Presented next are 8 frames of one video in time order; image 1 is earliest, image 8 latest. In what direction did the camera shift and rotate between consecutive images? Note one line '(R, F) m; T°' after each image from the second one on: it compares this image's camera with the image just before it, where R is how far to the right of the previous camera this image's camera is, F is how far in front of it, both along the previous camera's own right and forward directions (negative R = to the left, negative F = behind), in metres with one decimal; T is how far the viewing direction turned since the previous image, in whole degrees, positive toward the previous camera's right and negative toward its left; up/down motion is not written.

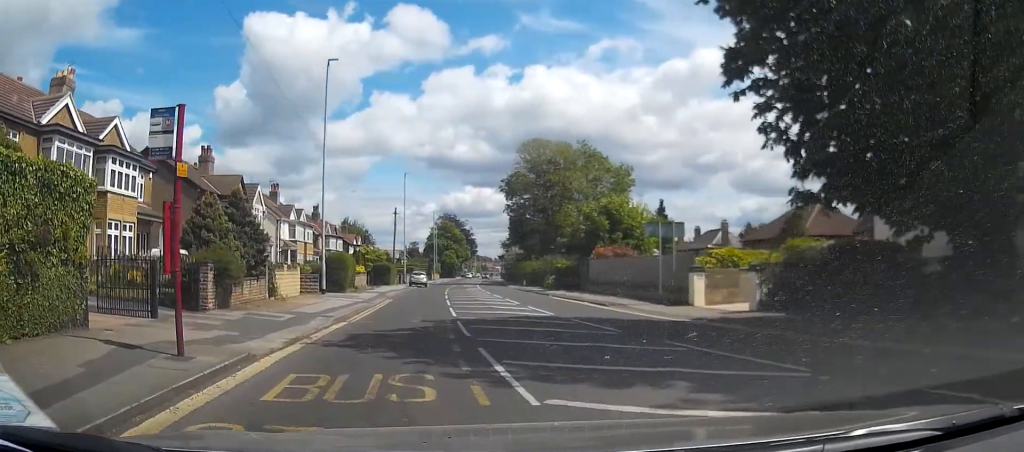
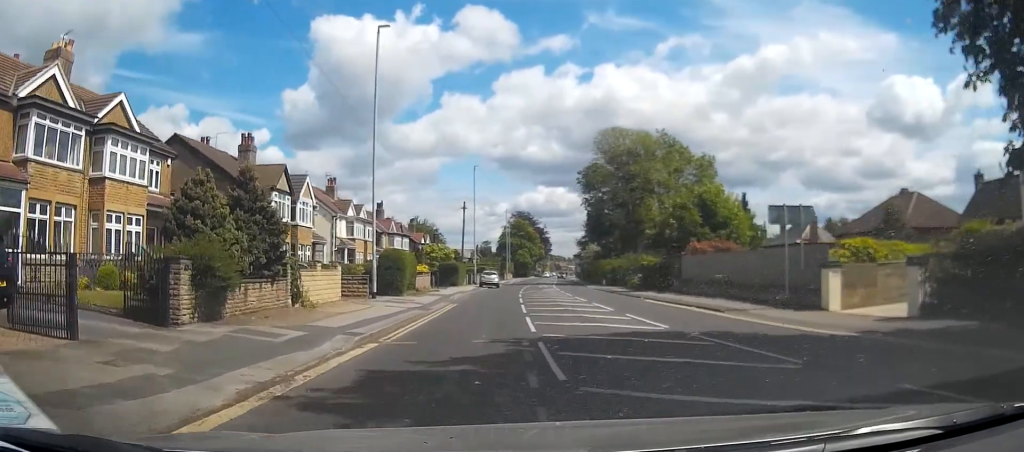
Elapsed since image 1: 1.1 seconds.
(-0.2, +5.4) m; -2°
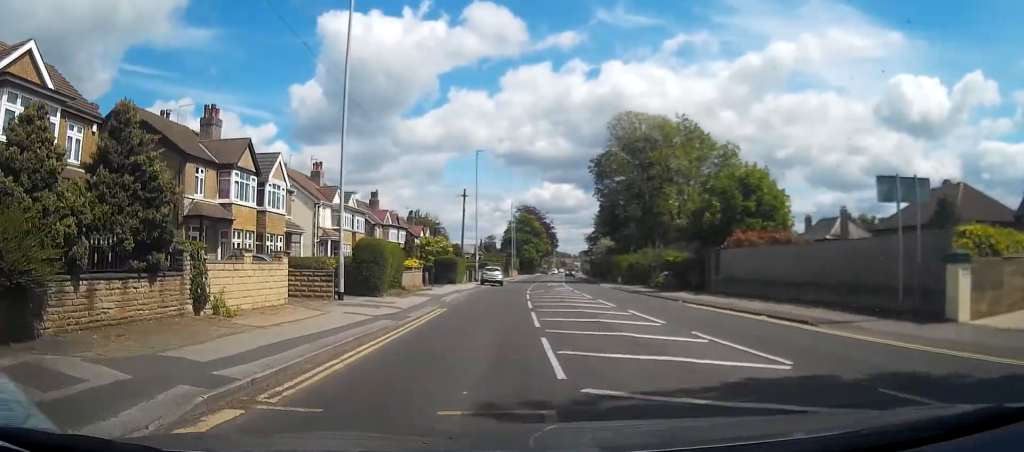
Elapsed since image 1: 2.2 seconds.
(0.0, +6.4) m; -2°
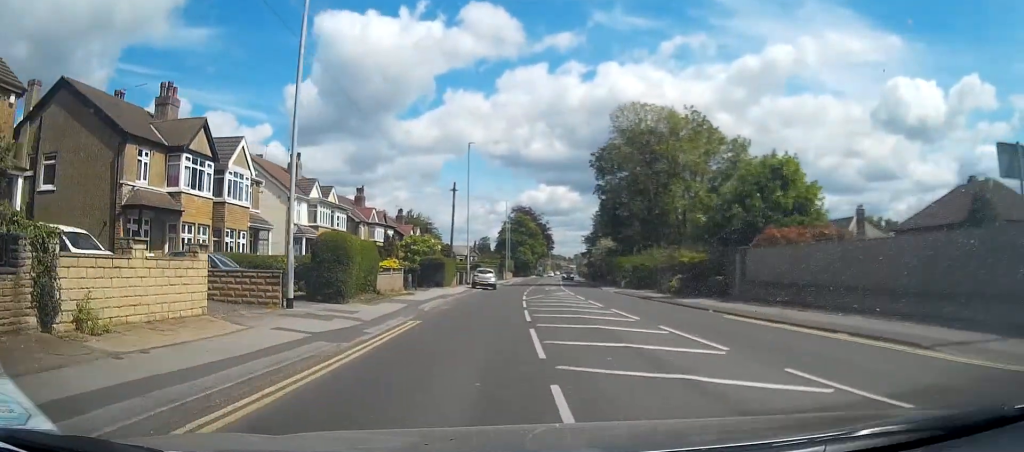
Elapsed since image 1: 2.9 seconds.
(-0.2, +4.6) m; -2°
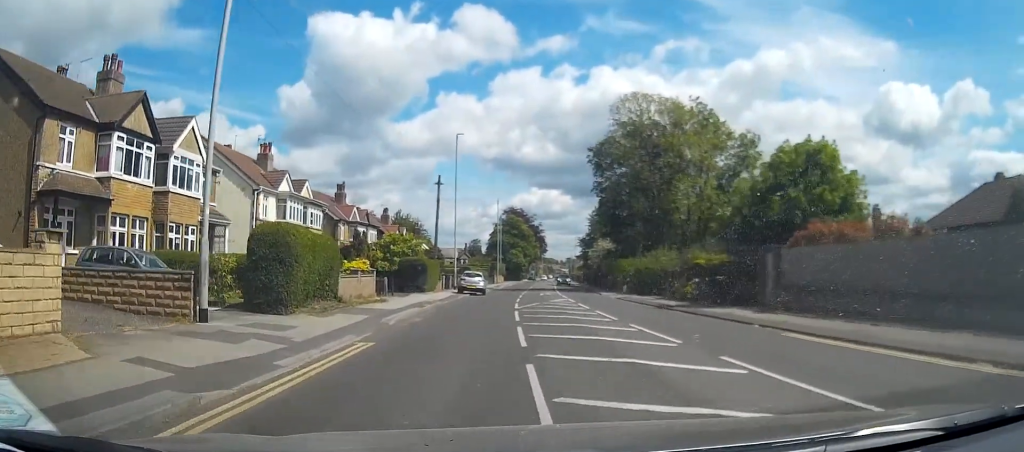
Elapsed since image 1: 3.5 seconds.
(0.0, +4.7) m; 0°
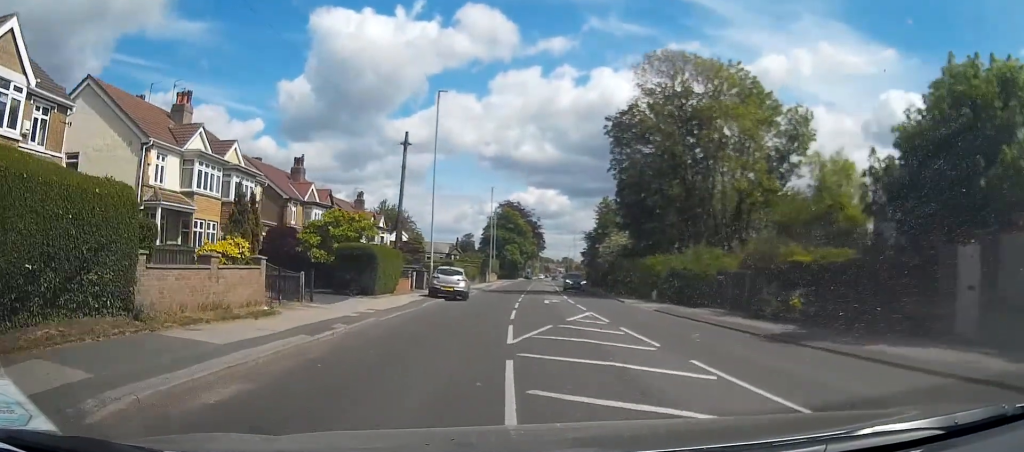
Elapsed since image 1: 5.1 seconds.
(0.0, +12.8) m; +1°
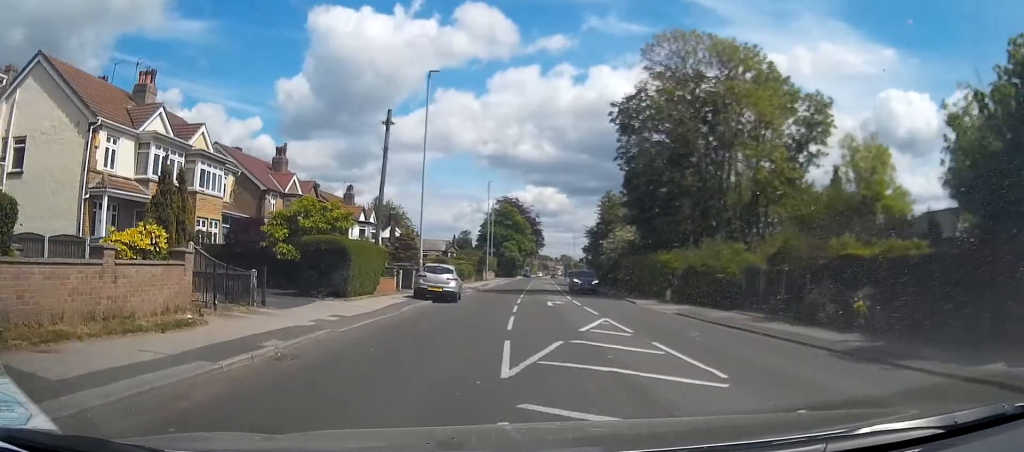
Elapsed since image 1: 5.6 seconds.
(-0.1, +4.0) m; +1°
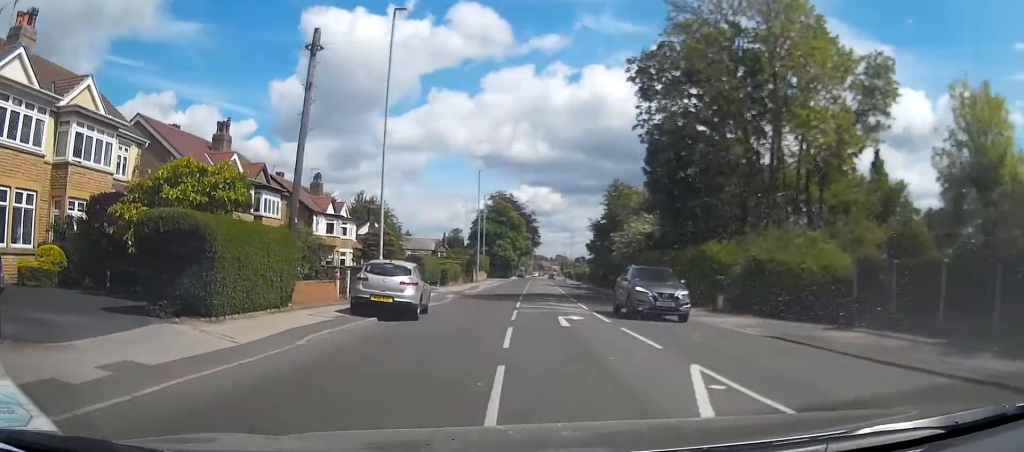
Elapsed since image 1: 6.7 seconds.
(+0.4, +9.8) m; 0°
